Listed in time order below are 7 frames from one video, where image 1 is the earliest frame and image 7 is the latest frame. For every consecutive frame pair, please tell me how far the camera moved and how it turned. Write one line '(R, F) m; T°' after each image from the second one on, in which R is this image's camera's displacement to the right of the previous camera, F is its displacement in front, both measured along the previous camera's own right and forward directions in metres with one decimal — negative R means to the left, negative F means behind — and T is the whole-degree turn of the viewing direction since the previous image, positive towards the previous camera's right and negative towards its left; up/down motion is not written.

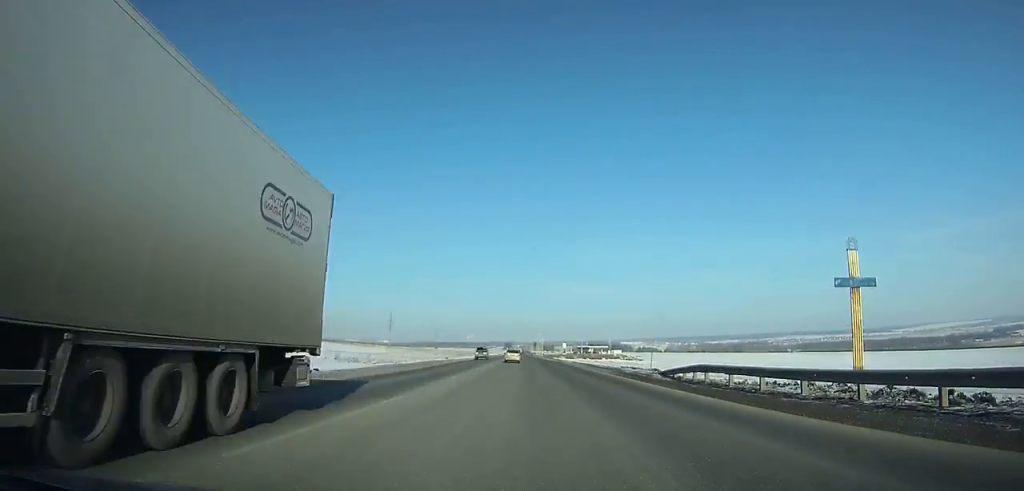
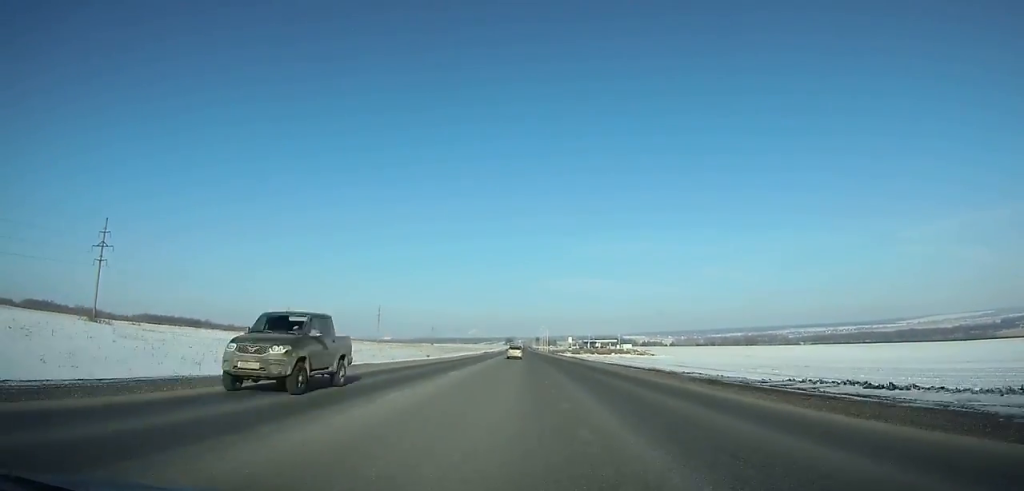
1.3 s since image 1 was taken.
(0.0, +36.1) m; 0°
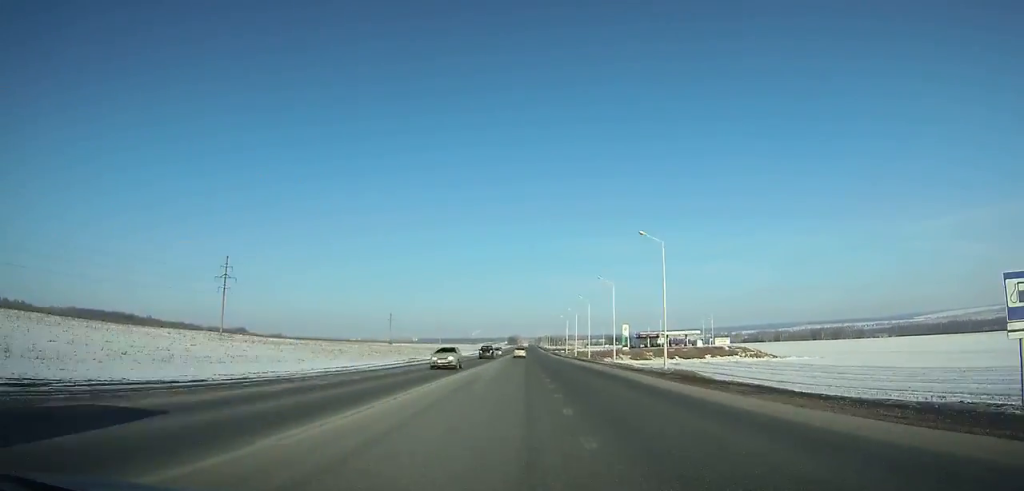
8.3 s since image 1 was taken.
(-0.6, +196.3) m; 0°
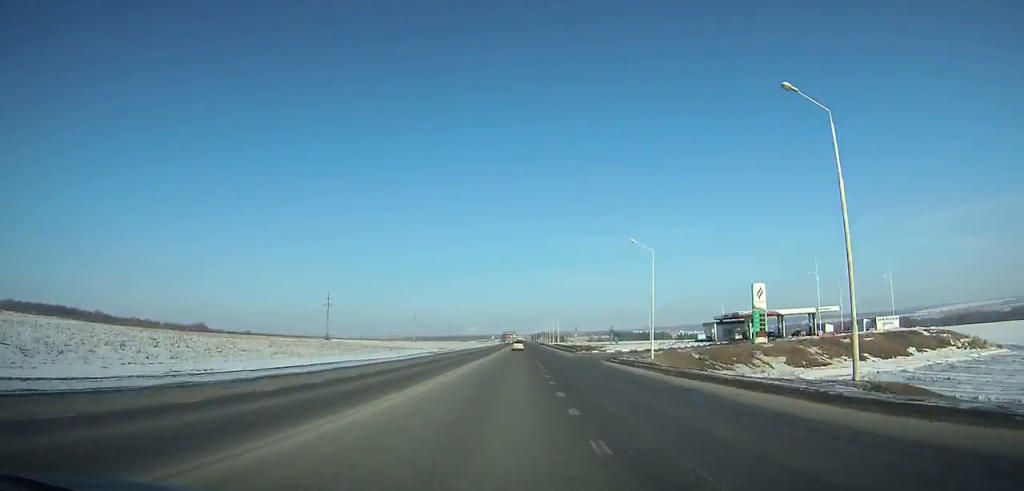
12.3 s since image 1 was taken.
(+0.1, +112.5) m; 0°
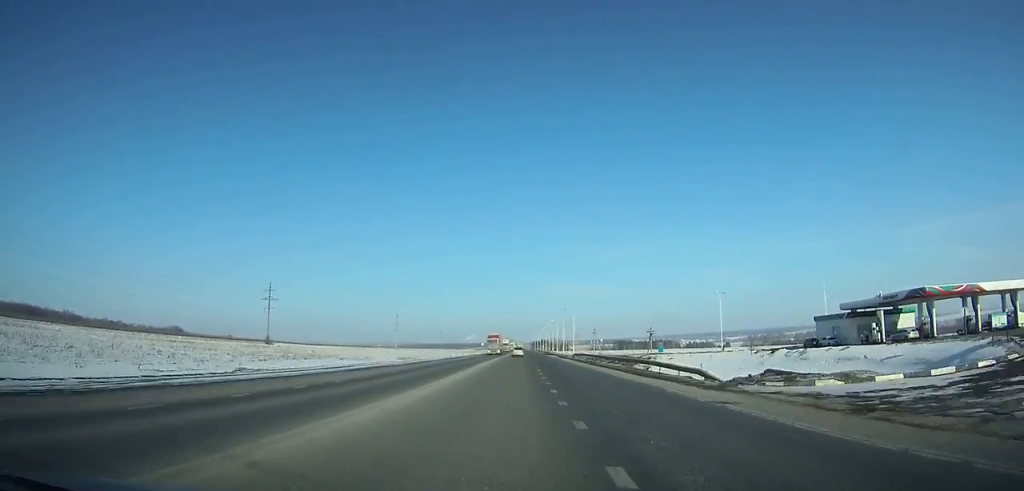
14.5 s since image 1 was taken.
(+0.1, +62.1) m; 0°
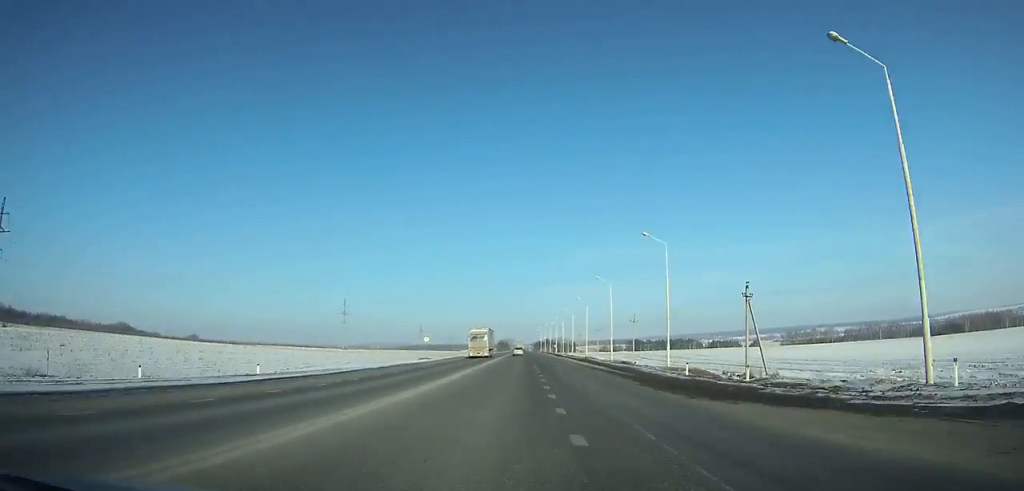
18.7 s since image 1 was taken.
(0.0, +119.3) m; 0°
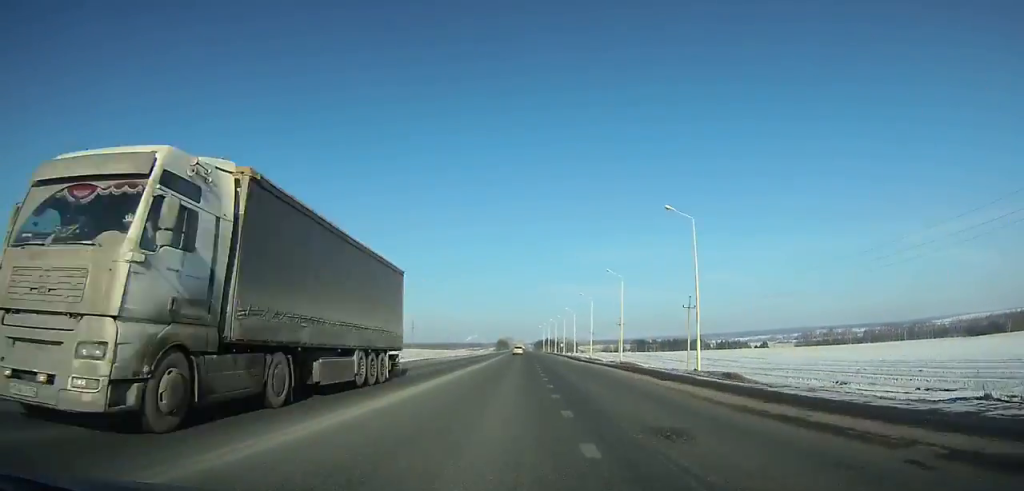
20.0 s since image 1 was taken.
(0.0, +37.3) m; 0°
